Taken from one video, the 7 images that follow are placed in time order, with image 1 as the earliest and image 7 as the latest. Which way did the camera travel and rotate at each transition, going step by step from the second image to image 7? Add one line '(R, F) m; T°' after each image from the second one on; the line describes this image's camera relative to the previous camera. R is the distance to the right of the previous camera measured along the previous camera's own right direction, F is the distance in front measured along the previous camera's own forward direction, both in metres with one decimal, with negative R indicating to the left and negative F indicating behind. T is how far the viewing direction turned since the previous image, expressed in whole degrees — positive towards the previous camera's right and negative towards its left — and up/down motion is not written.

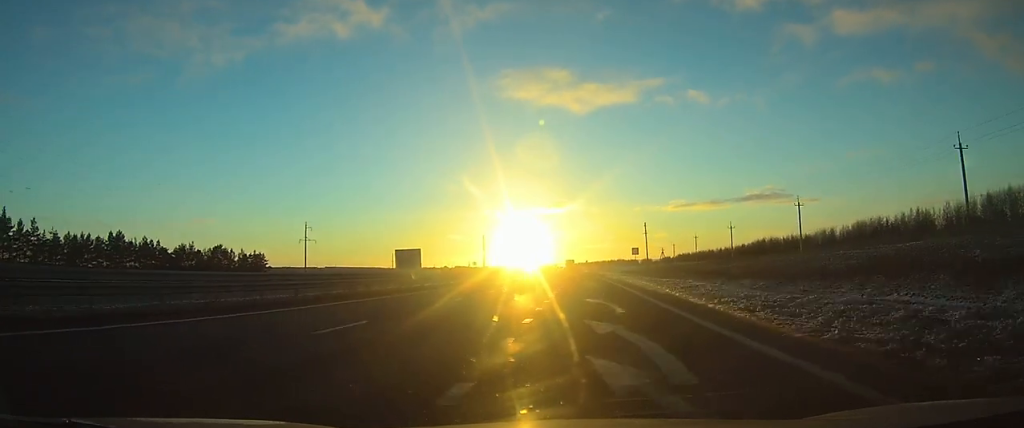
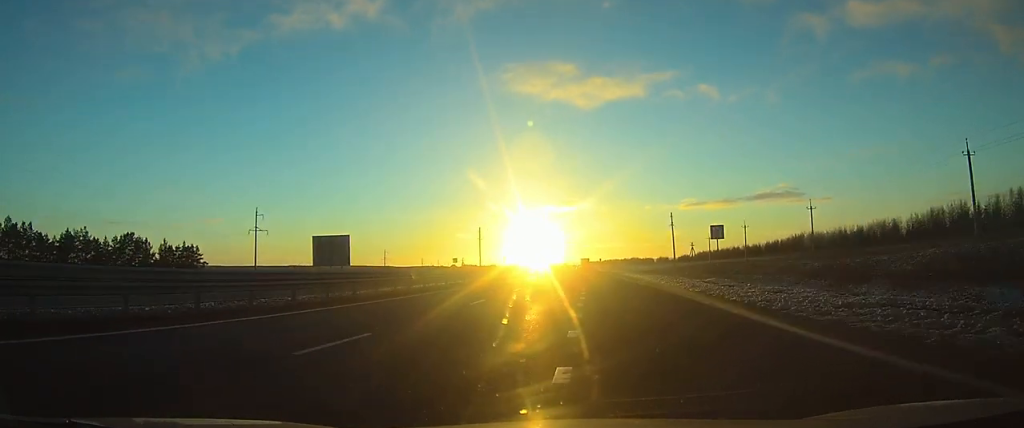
(-0.3, +37.9) m; -1°
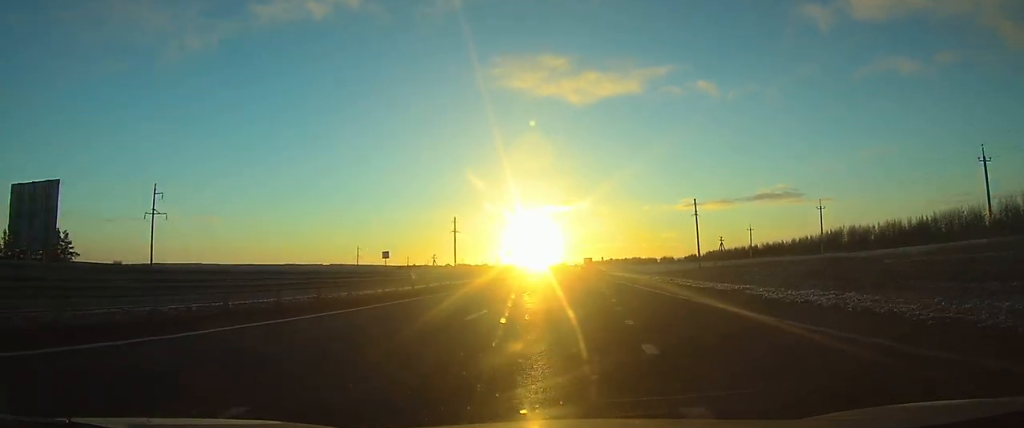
(-0.1, +40.8) m; 0°
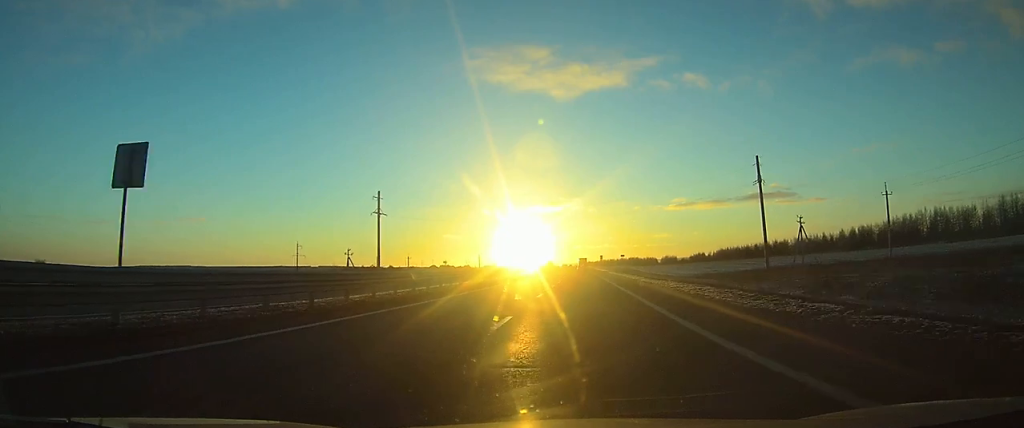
(+0.2, +64.8) m; +1°
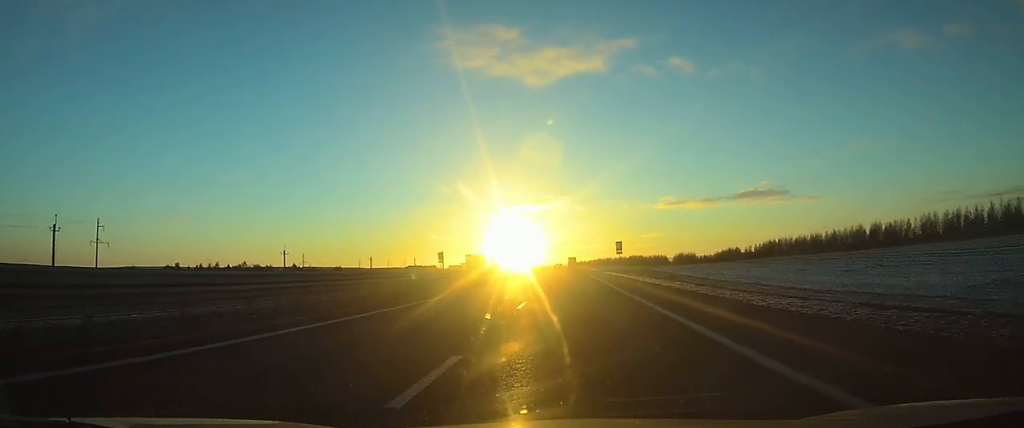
(+0.9, +116.0) m; +1°
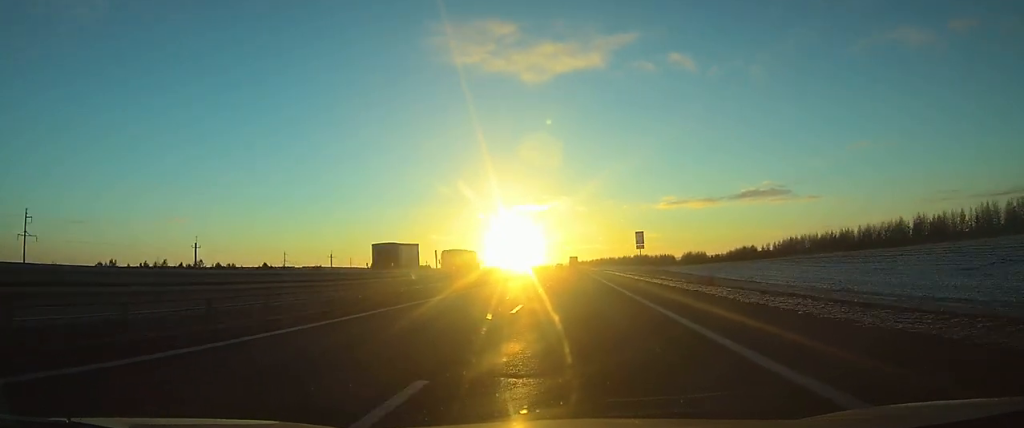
(0.0, +25.0) m; 0°
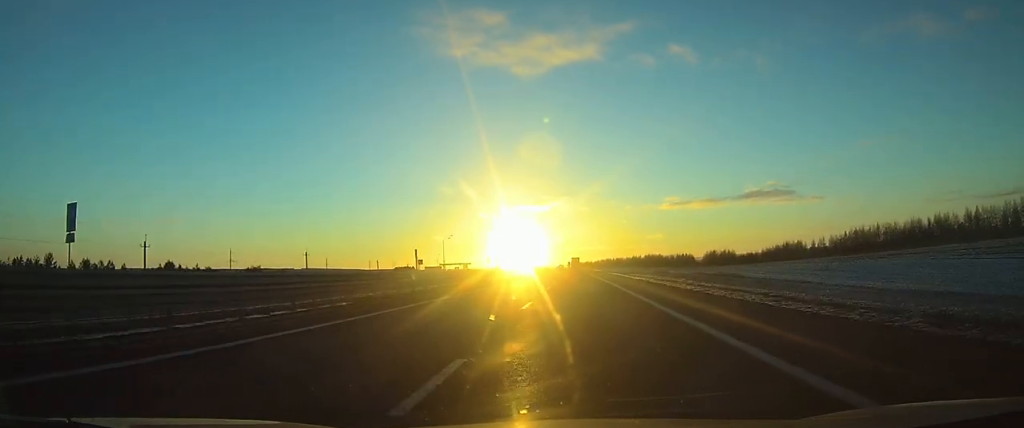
(-0.1, +58.0) m; 0°
